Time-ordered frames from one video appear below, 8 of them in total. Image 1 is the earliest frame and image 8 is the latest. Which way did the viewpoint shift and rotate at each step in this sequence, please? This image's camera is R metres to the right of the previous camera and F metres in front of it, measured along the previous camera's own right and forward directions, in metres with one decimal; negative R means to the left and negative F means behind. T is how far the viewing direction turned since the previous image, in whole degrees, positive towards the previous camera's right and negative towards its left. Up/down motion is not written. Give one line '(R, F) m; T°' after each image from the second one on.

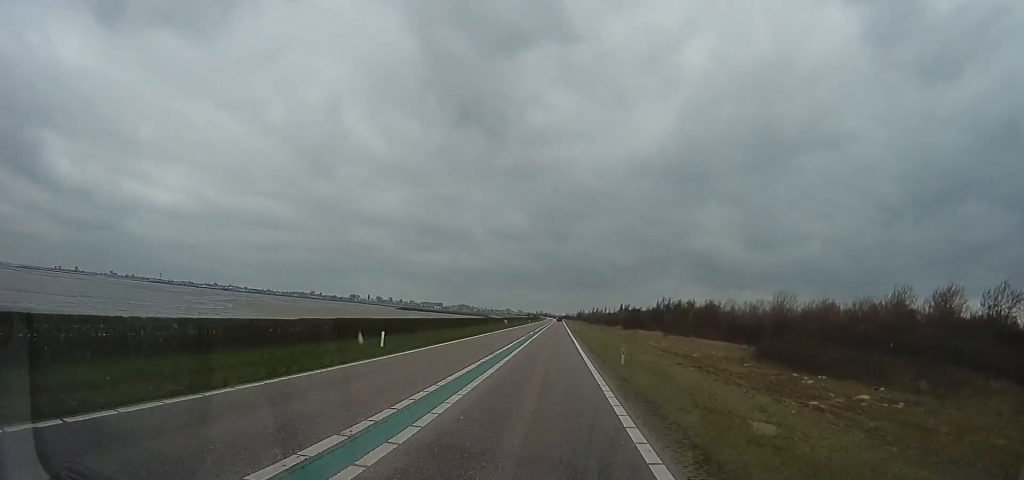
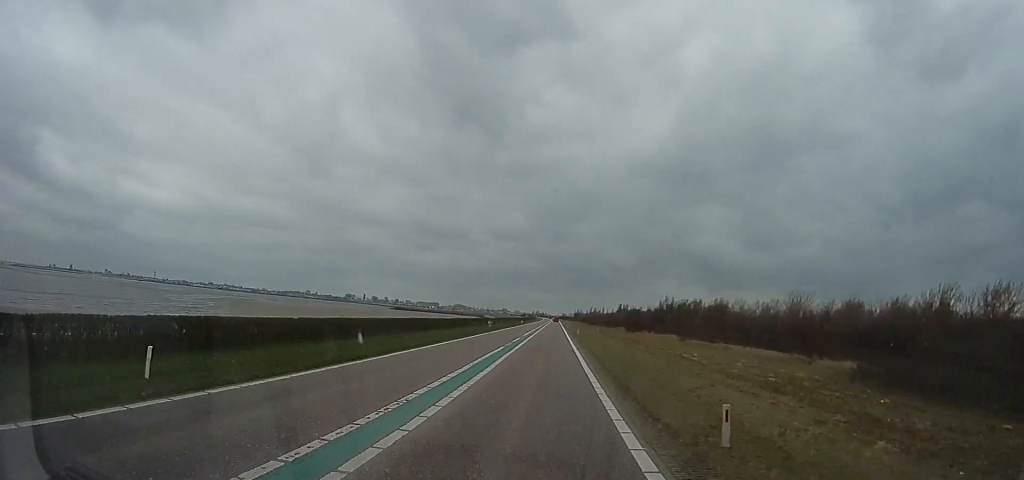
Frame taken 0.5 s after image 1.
(-0.6, +13.0) m; 0°
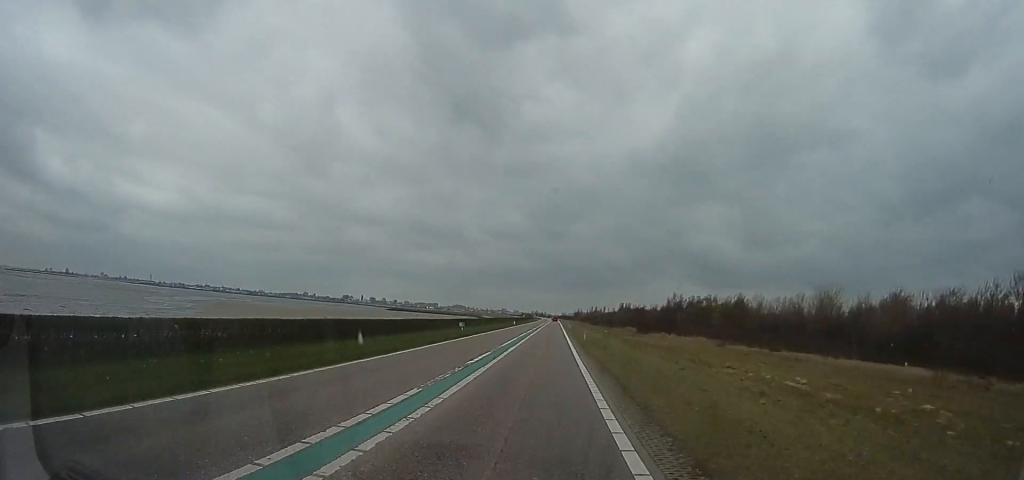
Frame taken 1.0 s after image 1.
(-0.9, +16.1) m; 0°
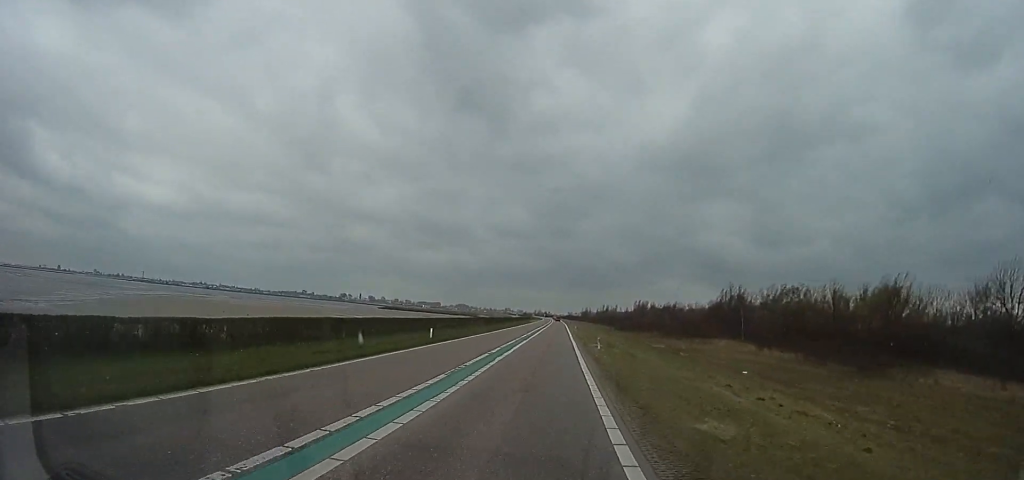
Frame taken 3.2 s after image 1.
(+2.8, +61.1) m; 0°
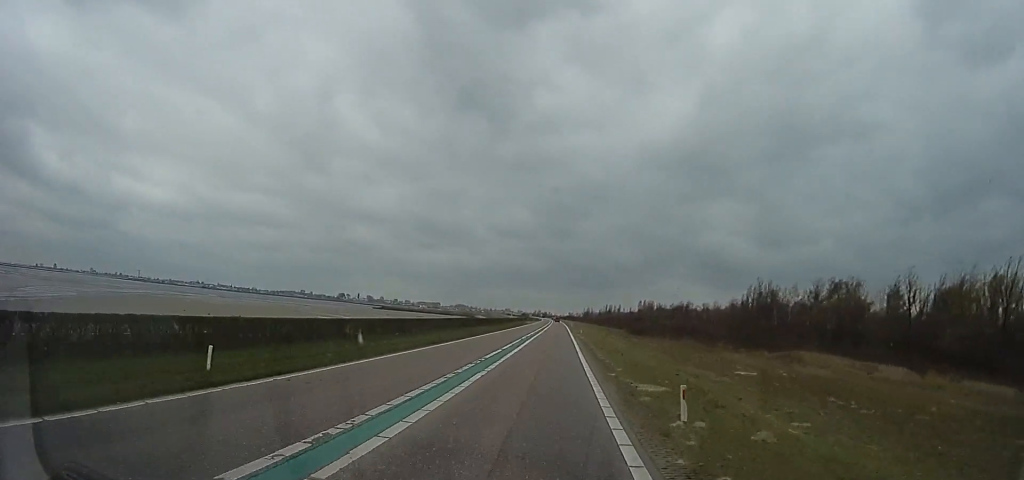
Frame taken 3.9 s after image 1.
(-0.9, +20.0) m; 0°
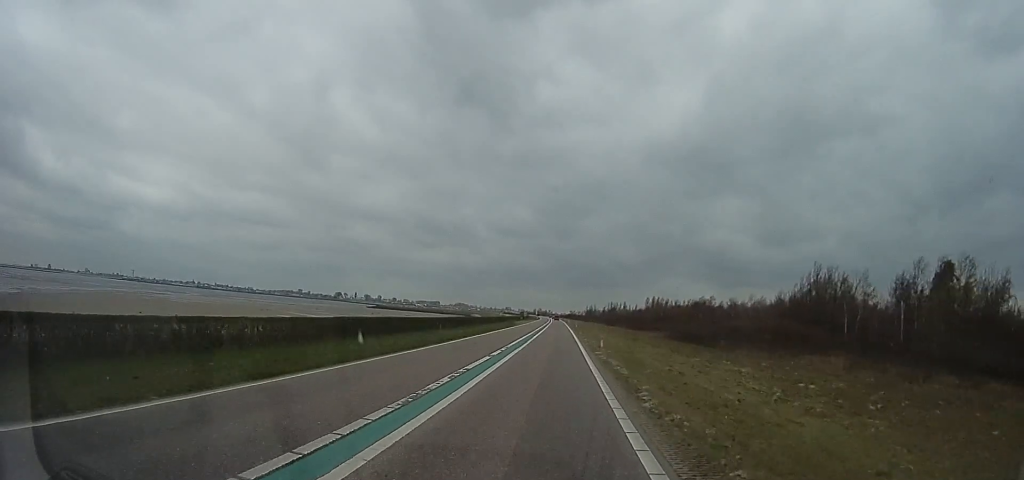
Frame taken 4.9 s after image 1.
(+1.0, +27.9) m; 0°
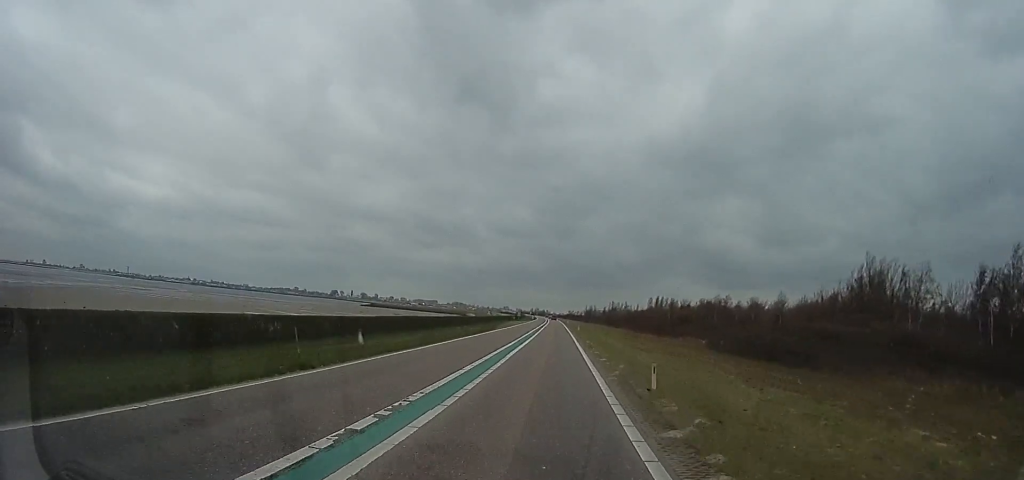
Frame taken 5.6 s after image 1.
(-0.6, +17.3) m; 0°
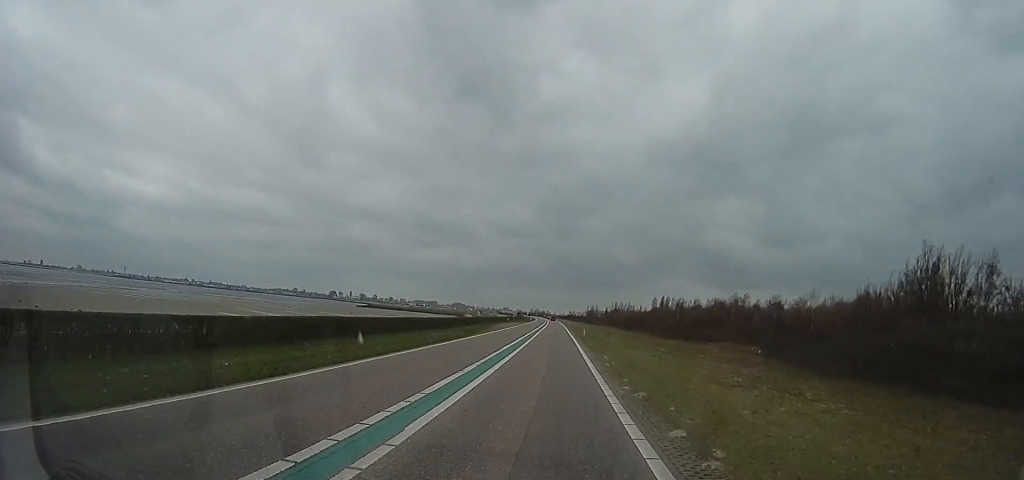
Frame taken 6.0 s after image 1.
(-0.7, +13.6) m; 0°
